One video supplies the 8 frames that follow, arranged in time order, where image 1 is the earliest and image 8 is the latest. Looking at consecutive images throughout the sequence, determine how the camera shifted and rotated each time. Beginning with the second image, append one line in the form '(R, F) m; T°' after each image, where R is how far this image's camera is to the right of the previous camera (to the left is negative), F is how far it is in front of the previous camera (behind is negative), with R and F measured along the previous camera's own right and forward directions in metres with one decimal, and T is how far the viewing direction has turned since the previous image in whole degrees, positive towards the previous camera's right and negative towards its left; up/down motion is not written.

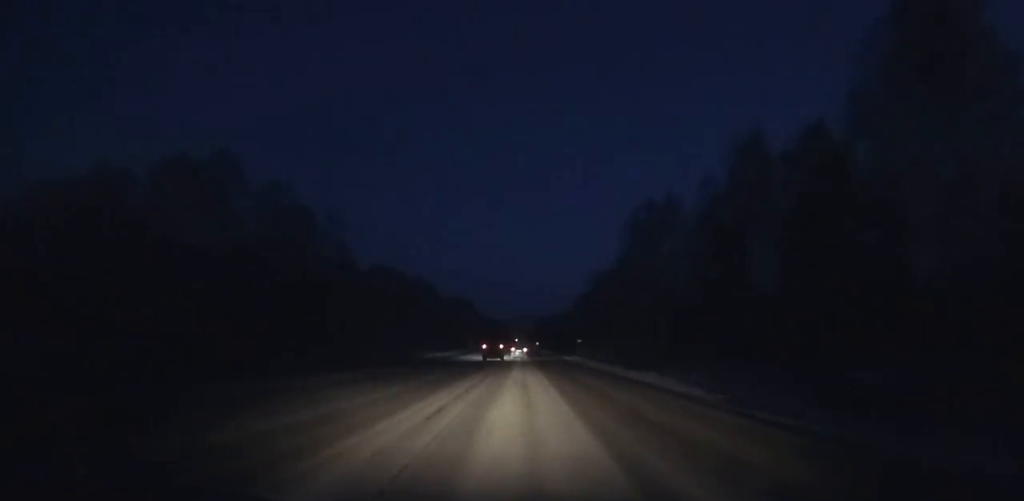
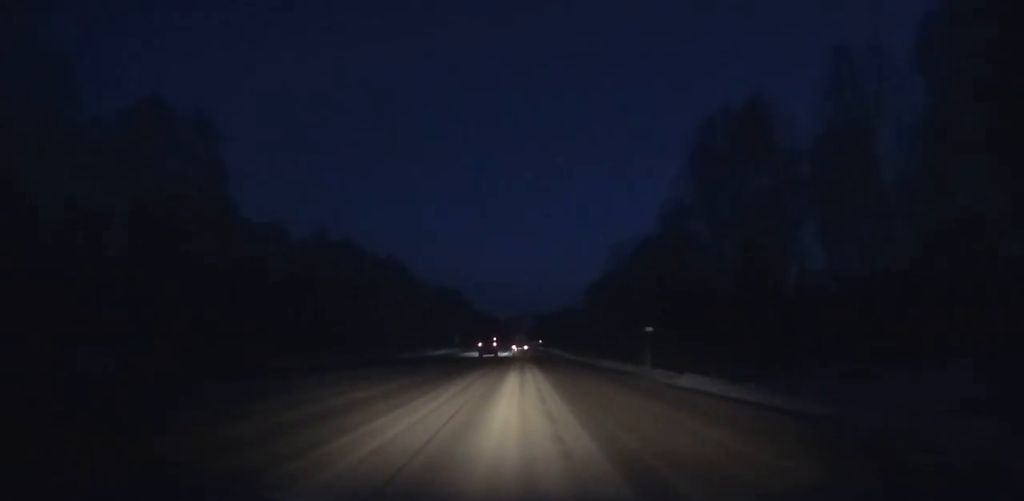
(+0.1, +27.2) m; 0°
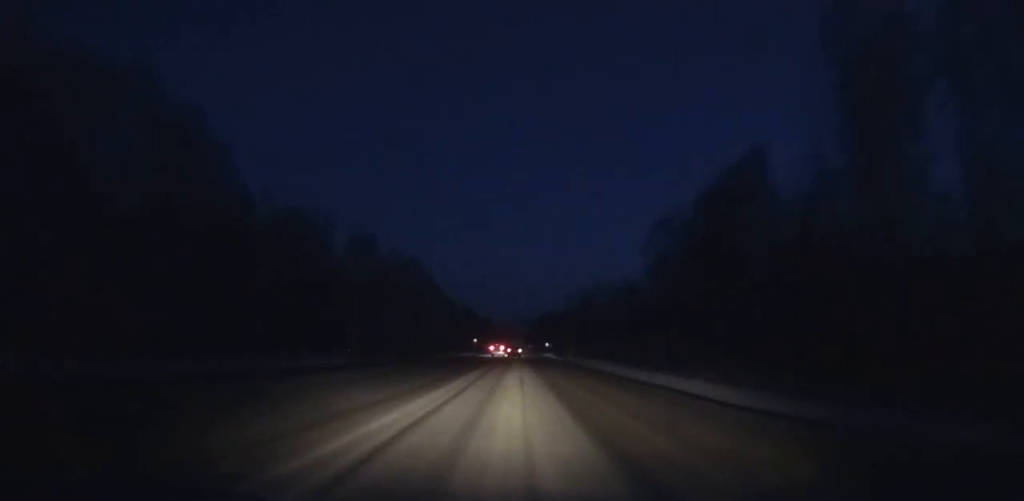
(+0.1, +71.4) m; 0°
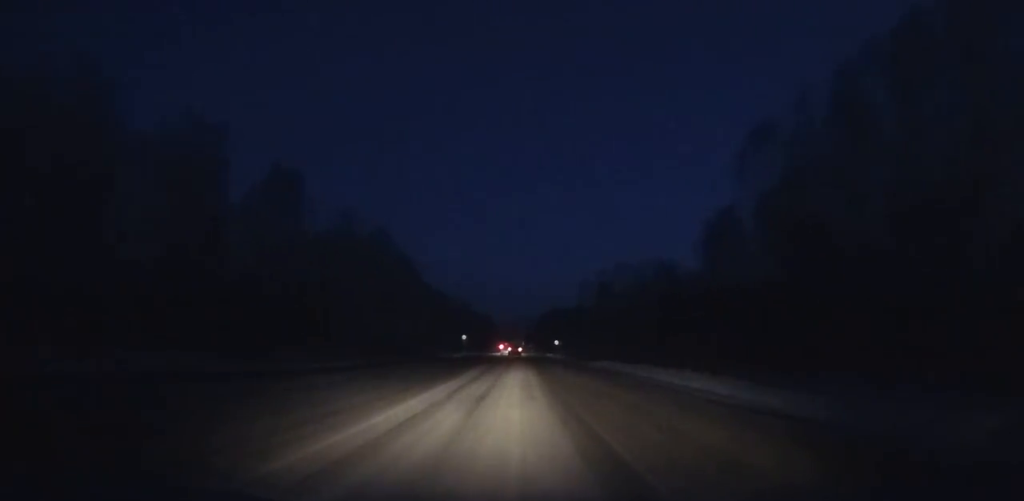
(0.0, +27.6) m; 0°
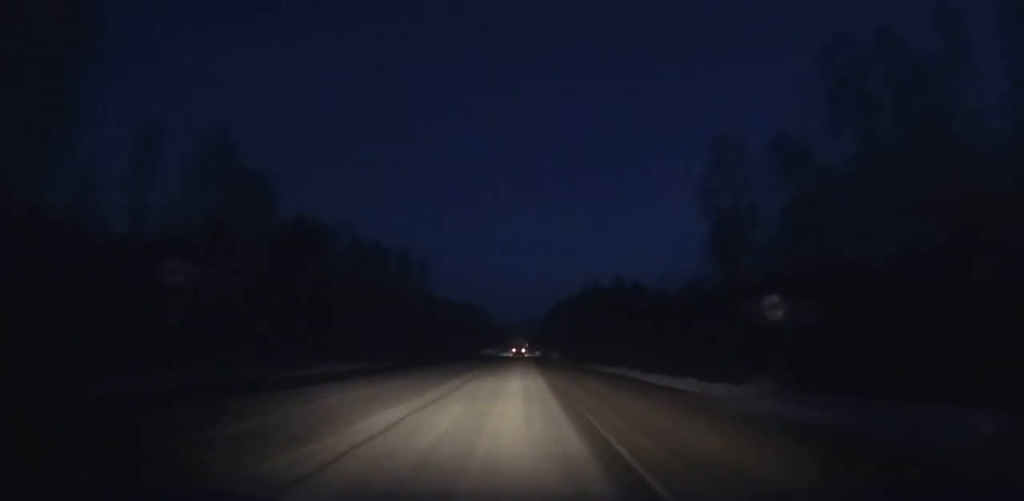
(-0.2, +87.2) m; 0°
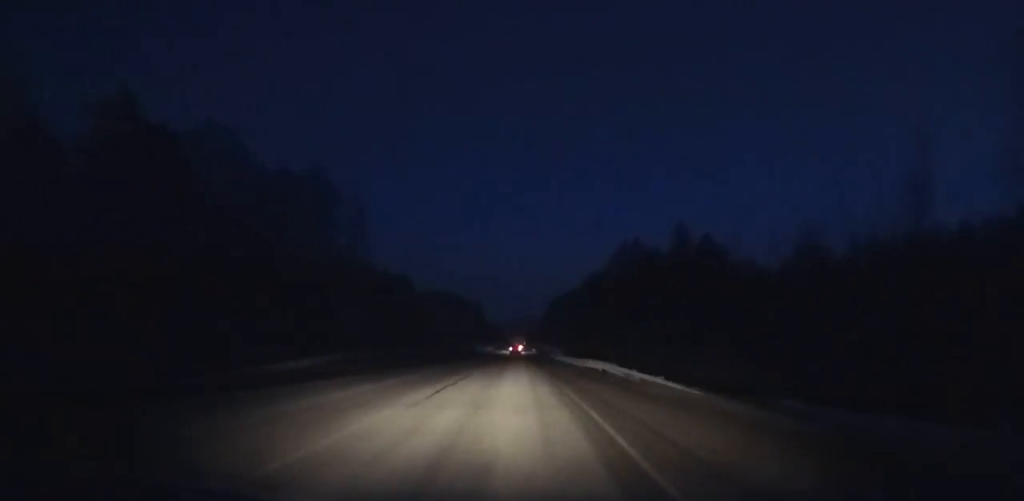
(-0.2, +42.6) m; 0°
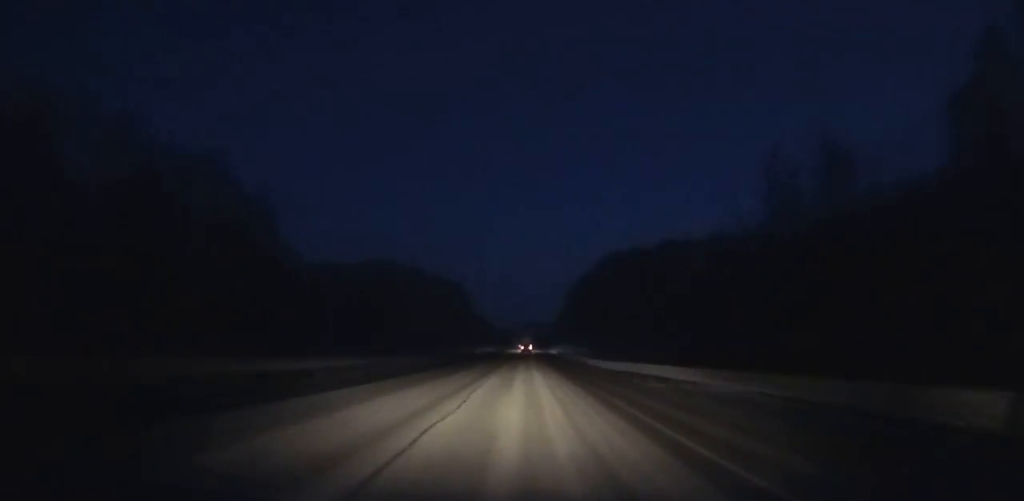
(-0.4, +114.6) m; 0°
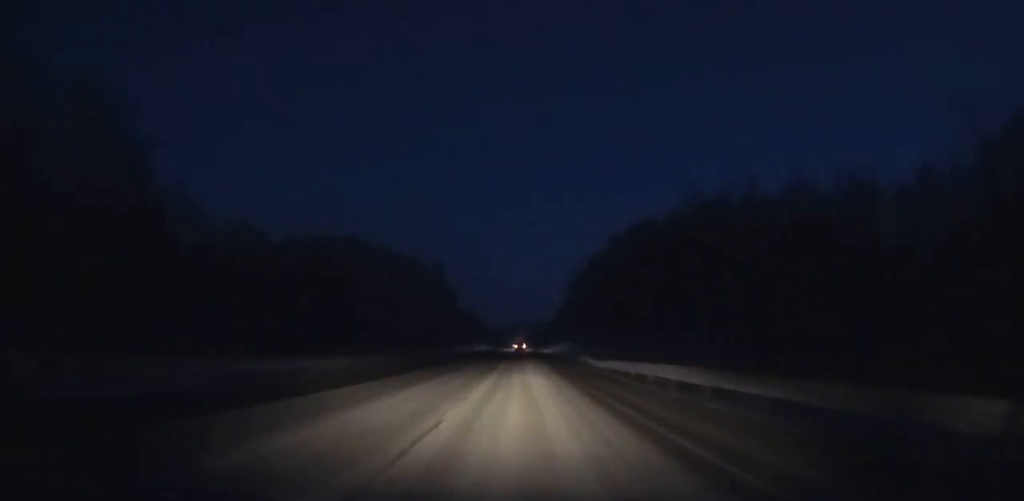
(+0.2, +33.6) m; 0°
